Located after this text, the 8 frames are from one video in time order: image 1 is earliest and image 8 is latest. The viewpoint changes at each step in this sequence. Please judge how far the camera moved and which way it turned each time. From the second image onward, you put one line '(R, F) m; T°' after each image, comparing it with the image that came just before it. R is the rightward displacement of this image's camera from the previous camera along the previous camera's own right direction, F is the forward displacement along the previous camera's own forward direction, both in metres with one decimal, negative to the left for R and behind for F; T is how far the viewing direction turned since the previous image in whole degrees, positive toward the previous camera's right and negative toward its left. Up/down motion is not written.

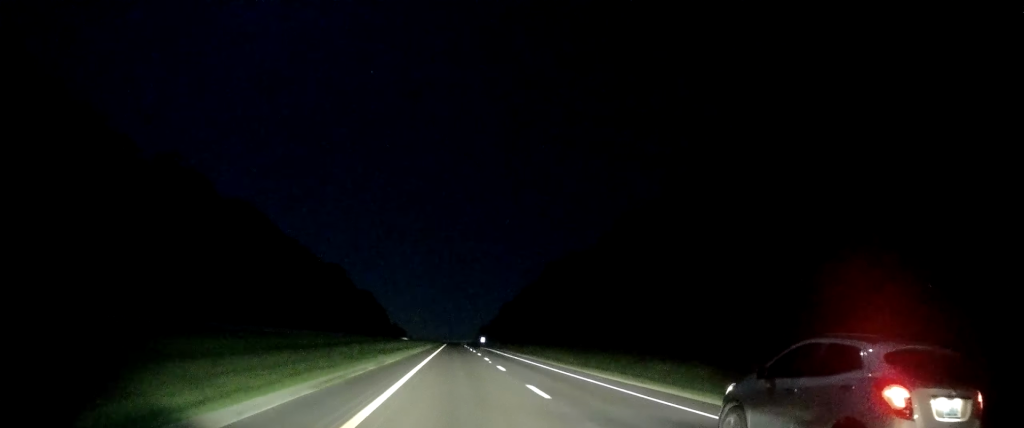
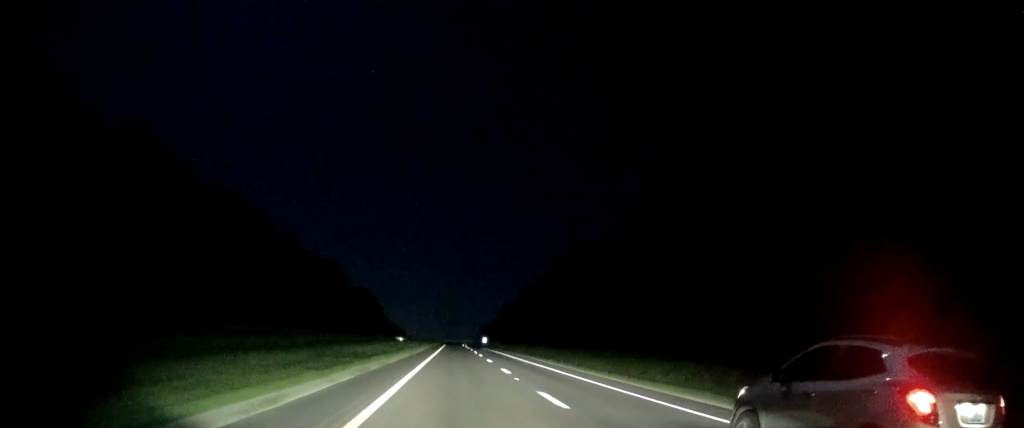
(-0.1, +14.3) m; 0°
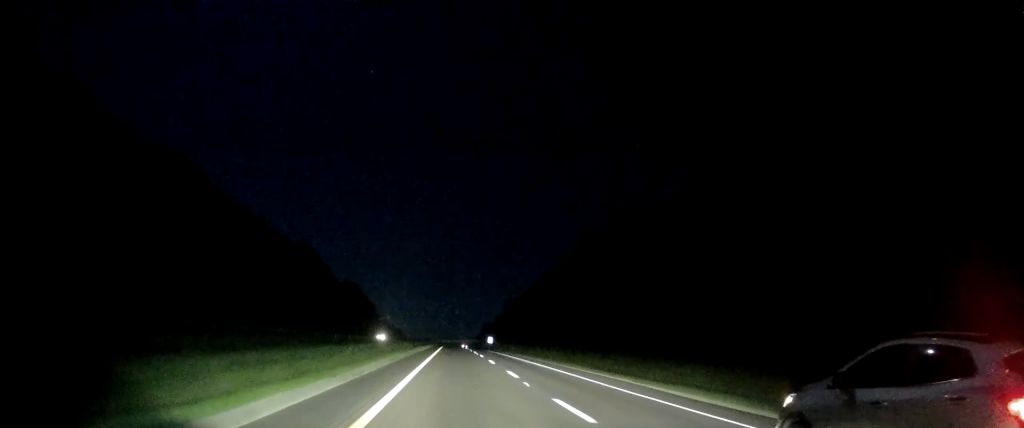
(0.0, +38.7) m; 0°
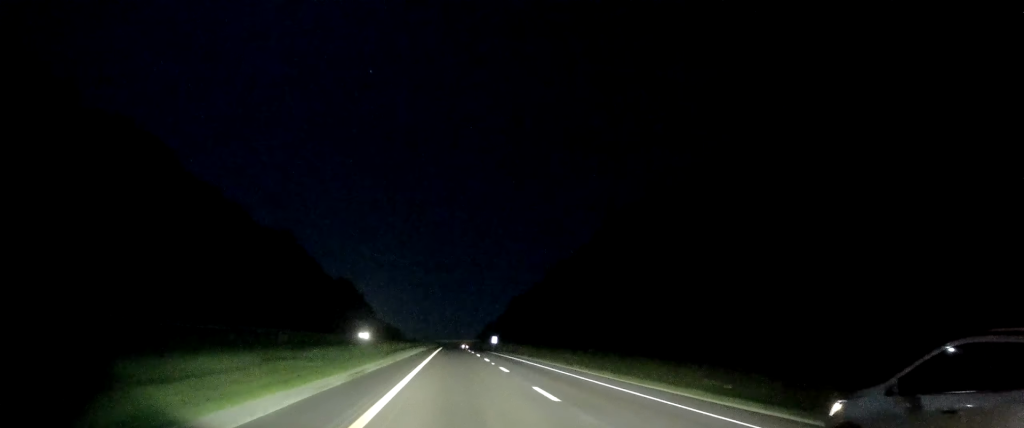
(0.0, +21.1) m; 0°
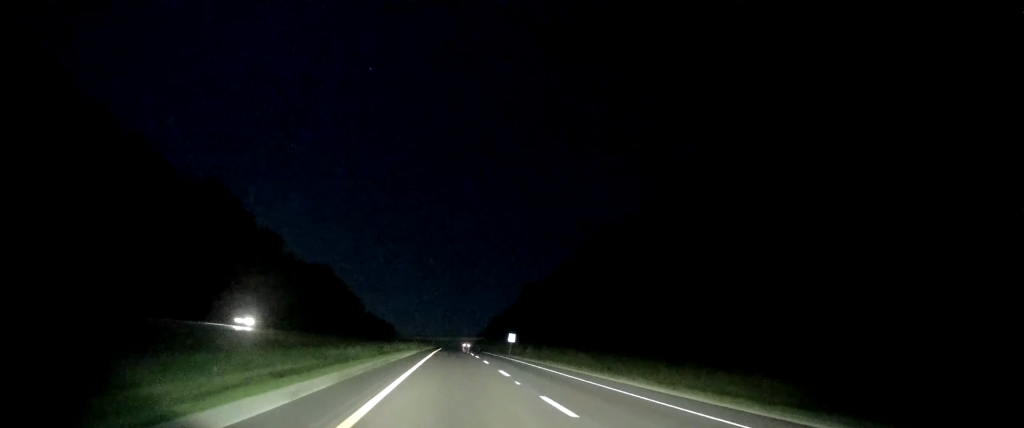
(+0.6, +51.8) m; +1°
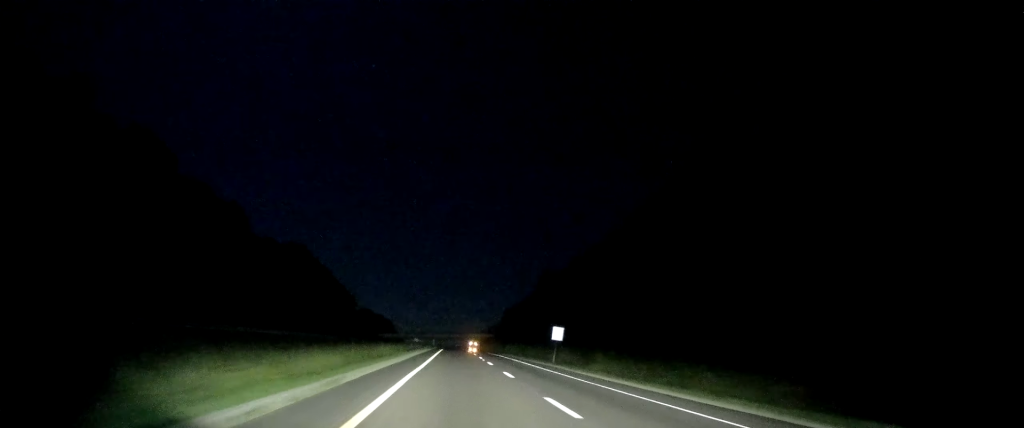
(-0.7, +49.2) m; -1°
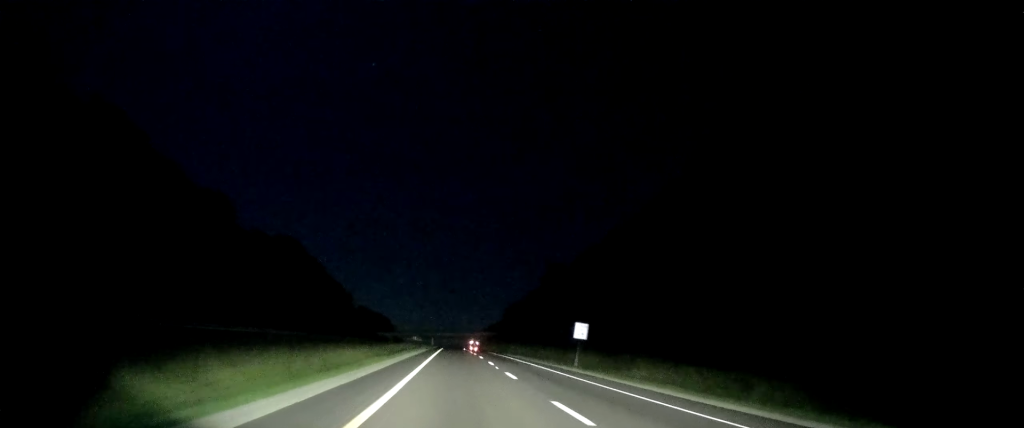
(+0.1, +13.1) m; 0°
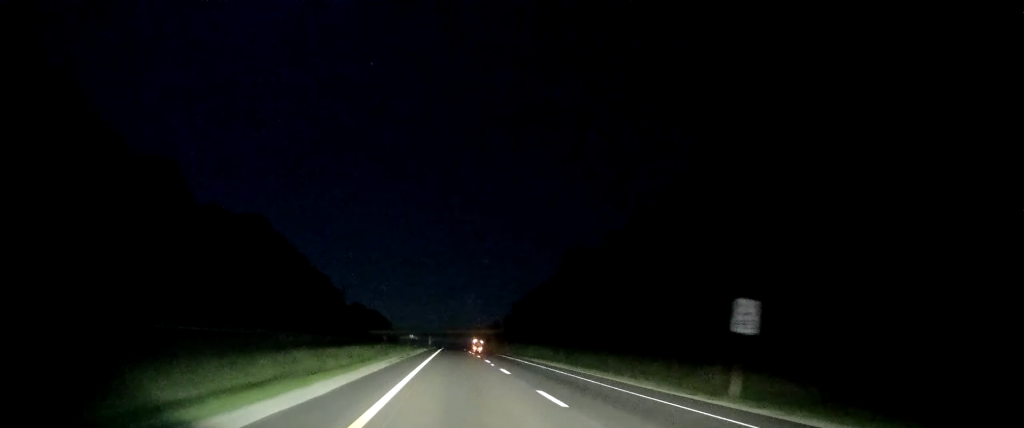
(-0.4, +34.9) m; 0°
